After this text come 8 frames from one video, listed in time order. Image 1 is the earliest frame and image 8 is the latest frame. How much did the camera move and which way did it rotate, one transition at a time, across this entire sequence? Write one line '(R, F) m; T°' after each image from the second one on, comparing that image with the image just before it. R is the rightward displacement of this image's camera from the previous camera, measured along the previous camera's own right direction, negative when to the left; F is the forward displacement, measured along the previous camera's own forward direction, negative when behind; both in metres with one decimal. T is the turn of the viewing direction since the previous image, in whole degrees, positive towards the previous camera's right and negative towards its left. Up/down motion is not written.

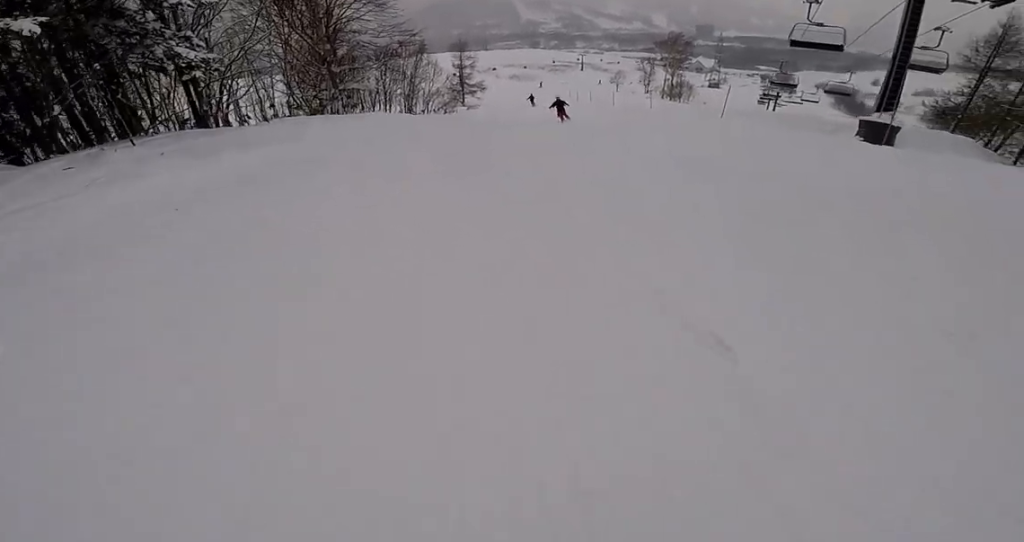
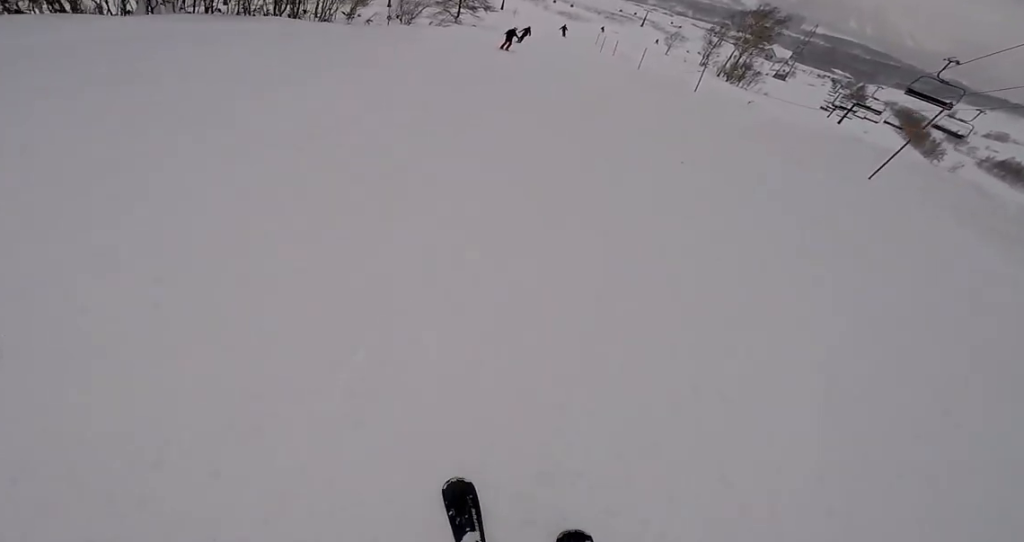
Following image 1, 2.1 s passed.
(+1.1, +13.0) m; -12°
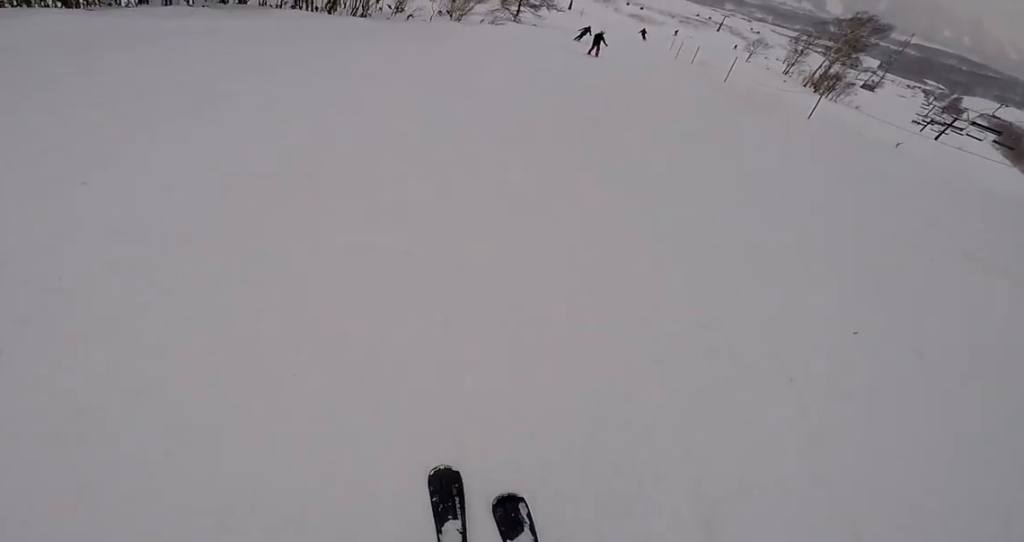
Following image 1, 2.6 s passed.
(-1.2, +3.2) m; +1°
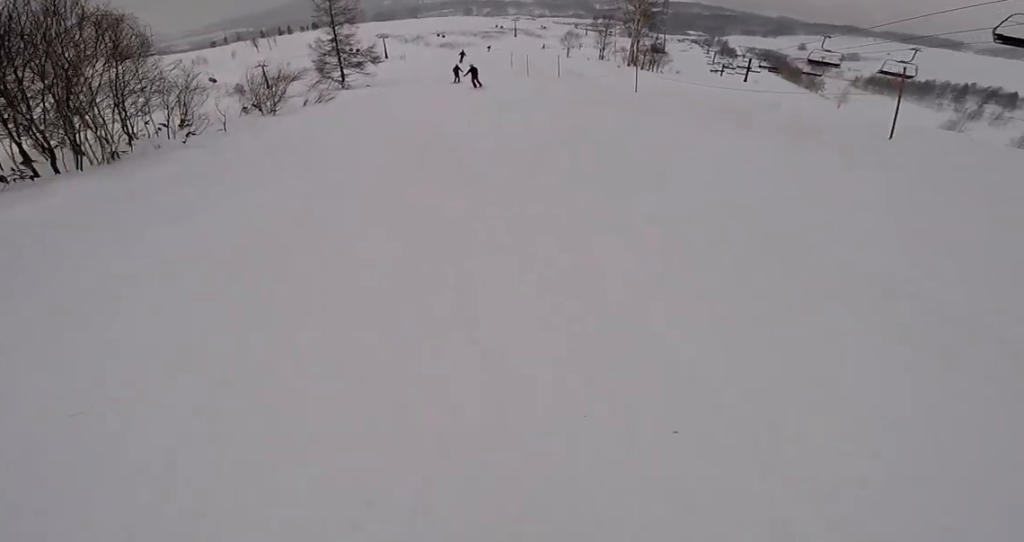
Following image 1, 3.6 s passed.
(+1.4, +6.3) m; +12°
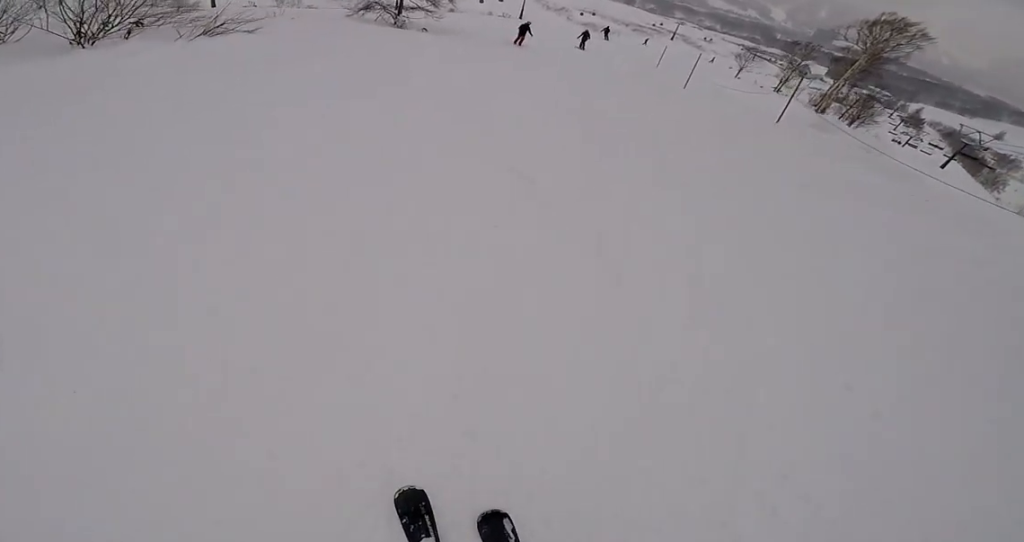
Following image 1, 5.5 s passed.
(-1.7, +12.6) m; -12°
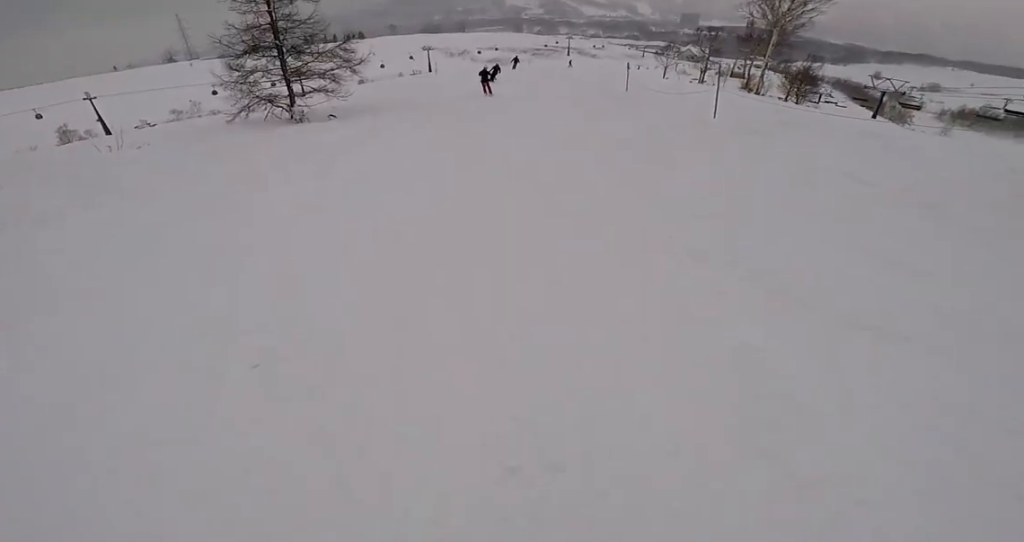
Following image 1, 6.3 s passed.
(+0.2, +5.7) m; +4°
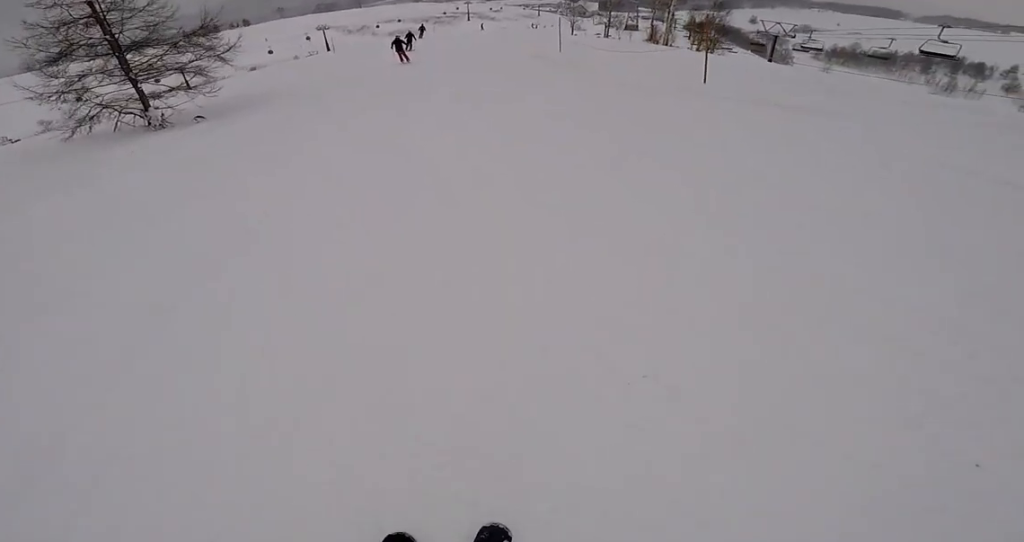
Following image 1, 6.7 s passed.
(+0.2, +3.1) m; +3°
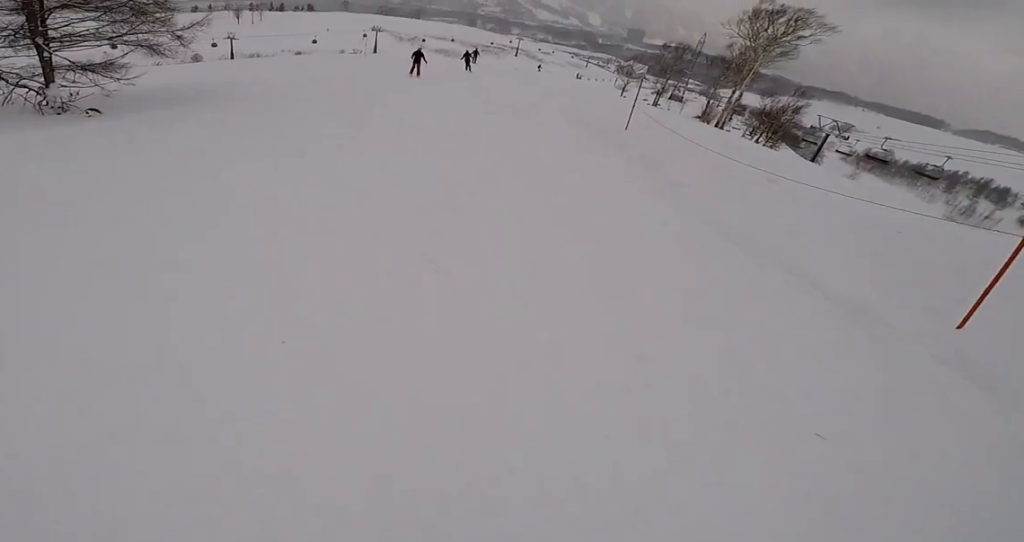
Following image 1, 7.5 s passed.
(0.0, +5.3) m; -5°
